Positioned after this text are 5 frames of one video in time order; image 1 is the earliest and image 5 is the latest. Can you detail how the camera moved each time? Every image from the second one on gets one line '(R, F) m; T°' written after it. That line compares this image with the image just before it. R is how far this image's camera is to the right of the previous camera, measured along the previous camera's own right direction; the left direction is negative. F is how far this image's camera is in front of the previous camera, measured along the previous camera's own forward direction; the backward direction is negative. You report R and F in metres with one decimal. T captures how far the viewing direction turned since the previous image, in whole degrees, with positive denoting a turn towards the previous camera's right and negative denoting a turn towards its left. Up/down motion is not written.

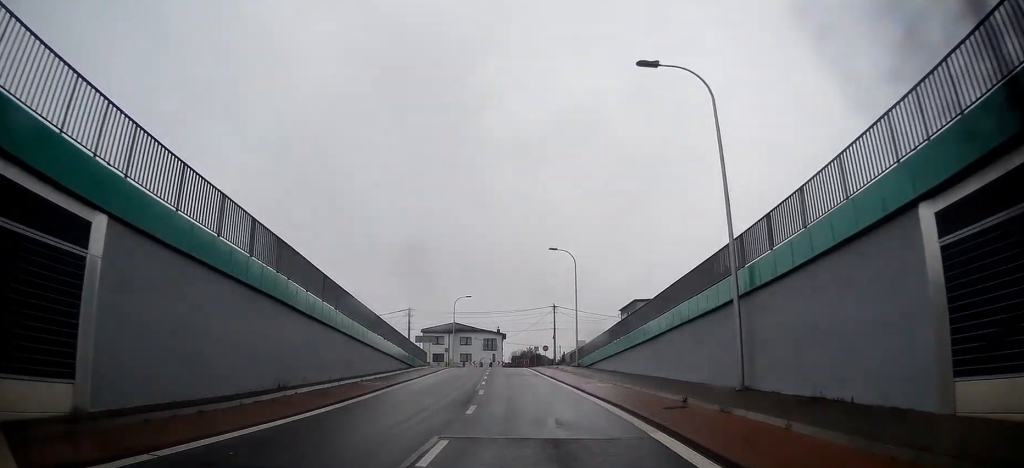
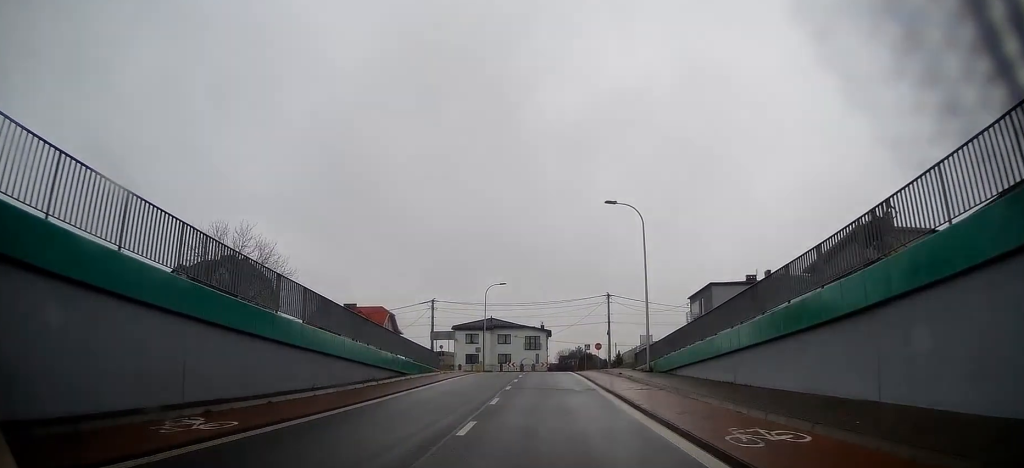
(-0.1, +16.2) m; -4°
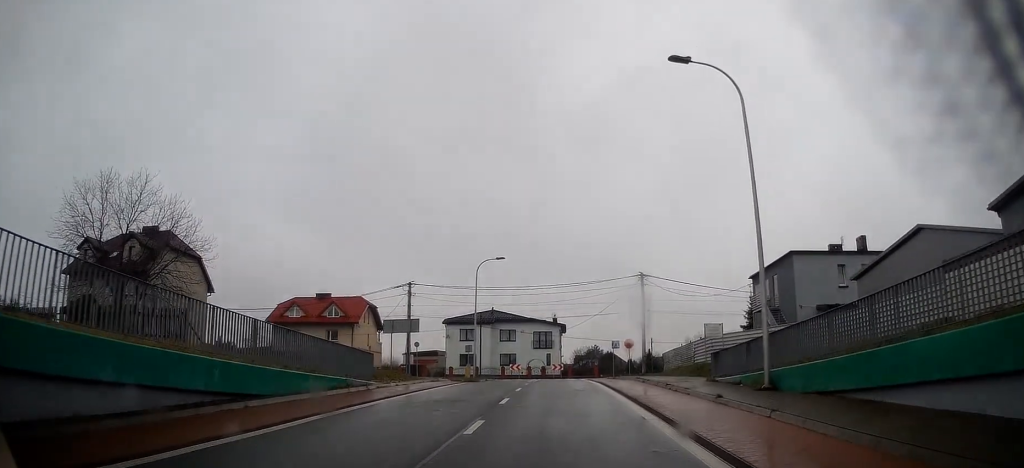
(-0.9, +18.2) m; -2°
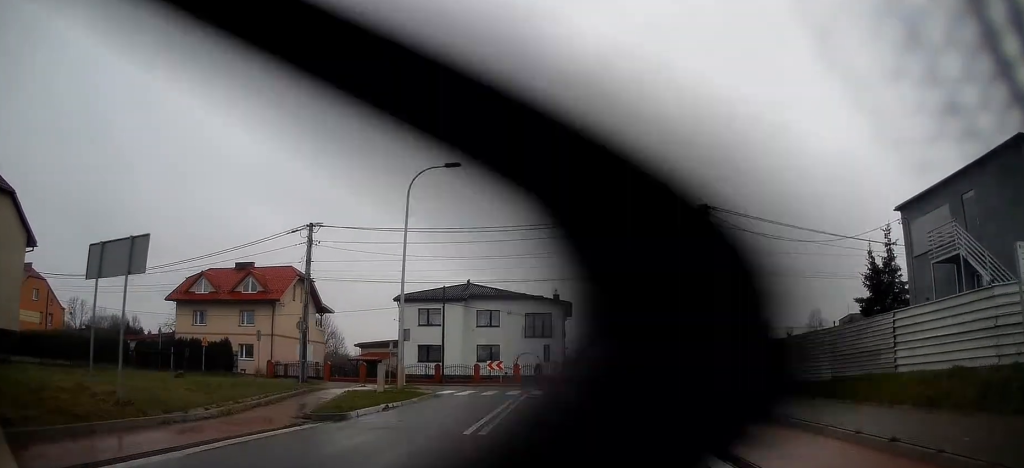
(-0.4, +23.6) m; -2°
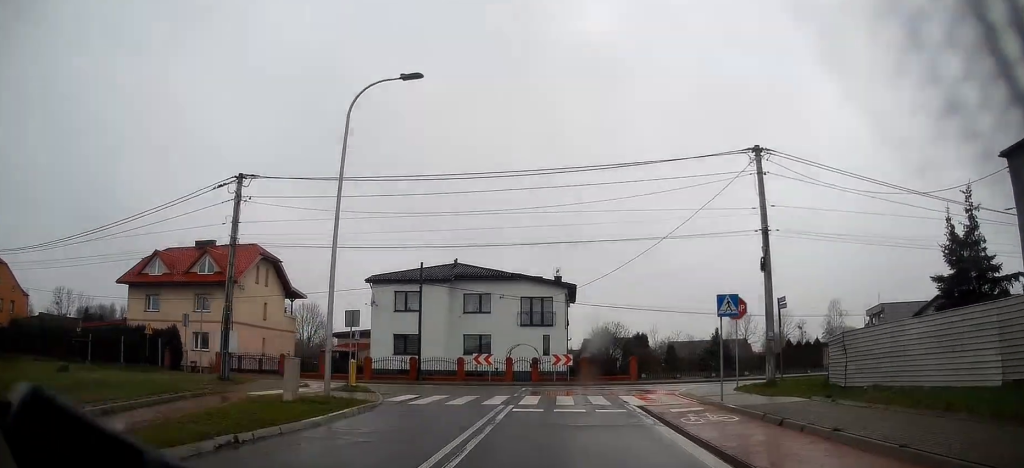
(+0.2, +8.0) m; +4°
